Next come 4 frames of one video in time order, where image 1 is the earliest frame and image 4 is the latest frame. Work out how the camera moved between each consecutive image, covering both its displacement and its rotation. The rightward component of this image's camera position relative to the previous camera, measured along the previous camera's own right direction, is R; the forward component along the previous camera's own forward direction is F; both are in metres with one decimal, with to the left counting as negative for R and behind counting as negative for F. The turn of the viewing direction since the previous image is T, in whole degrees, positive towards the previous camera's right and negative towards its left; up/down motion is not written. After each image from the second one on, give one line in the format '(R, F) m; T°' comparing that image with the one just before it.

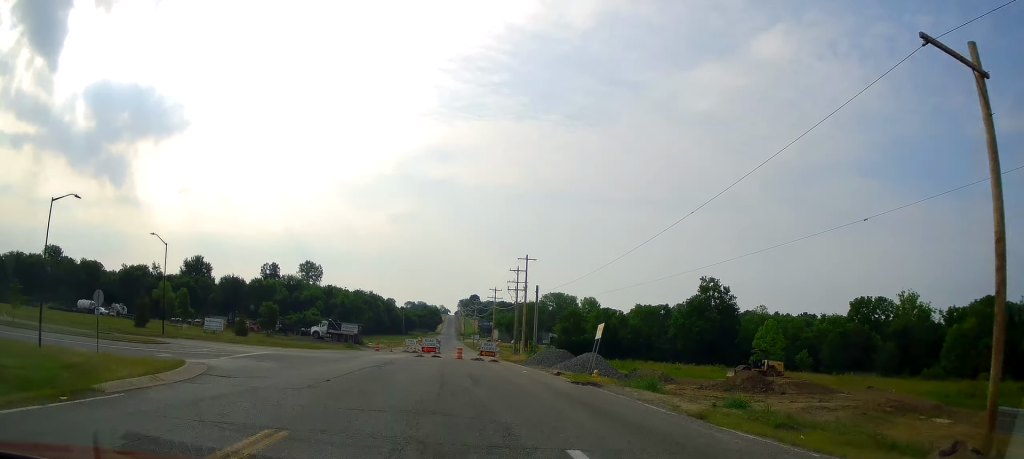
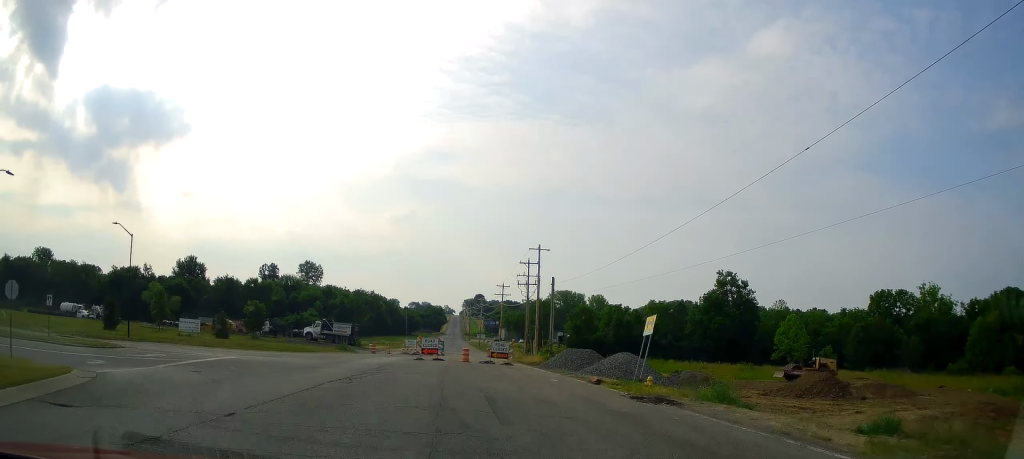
(-0.1, +7.5) m; -3°
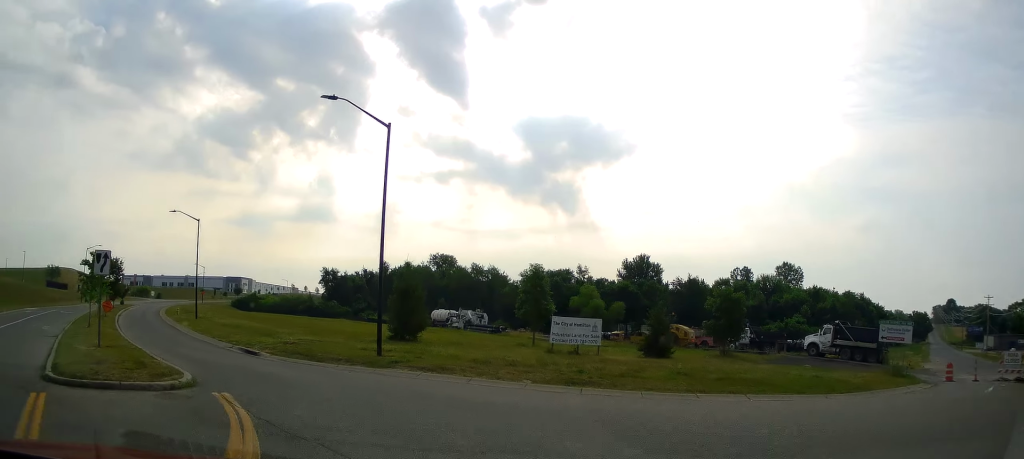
(-10.8, +29.6) m; -47°
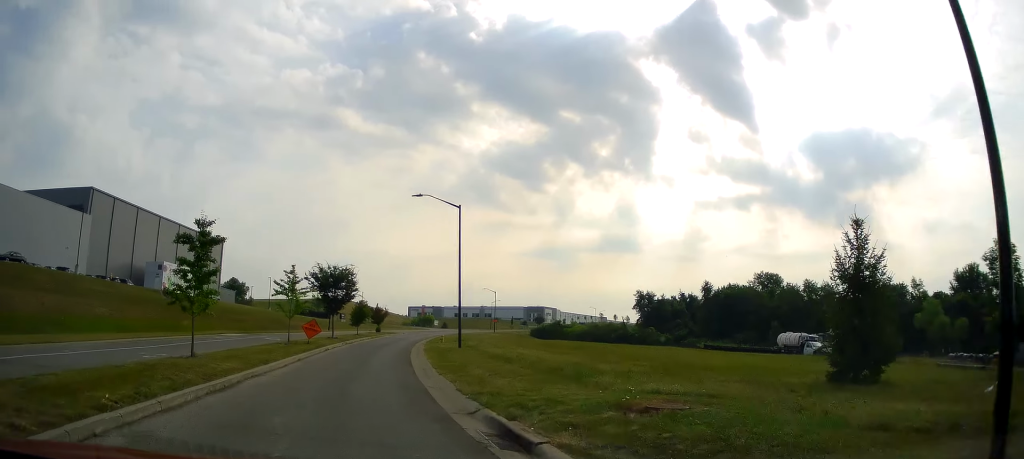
(-3.1, +16.8) m; -20°
